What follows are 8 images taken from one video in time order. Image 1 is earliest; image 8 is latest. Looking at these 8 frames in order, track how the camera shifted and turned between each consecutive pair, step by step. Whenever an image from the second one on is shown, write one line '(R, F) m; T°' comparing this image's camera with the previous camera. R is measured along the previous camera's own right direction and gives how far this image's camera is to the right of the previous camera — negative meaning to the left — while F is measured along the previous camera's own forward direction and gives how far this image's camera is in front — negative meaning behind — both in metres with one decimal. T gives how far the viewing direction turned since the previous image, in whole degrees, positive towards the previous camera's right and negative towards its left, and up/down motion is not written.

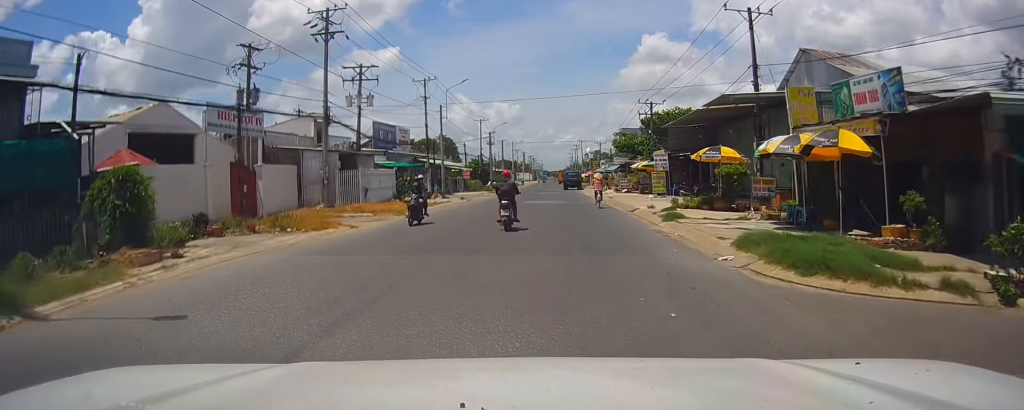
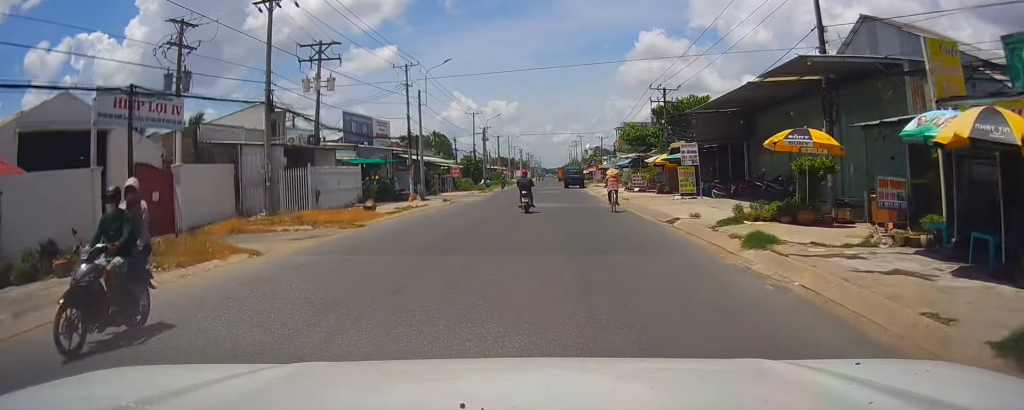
(0.0, +8.1) m; 0°
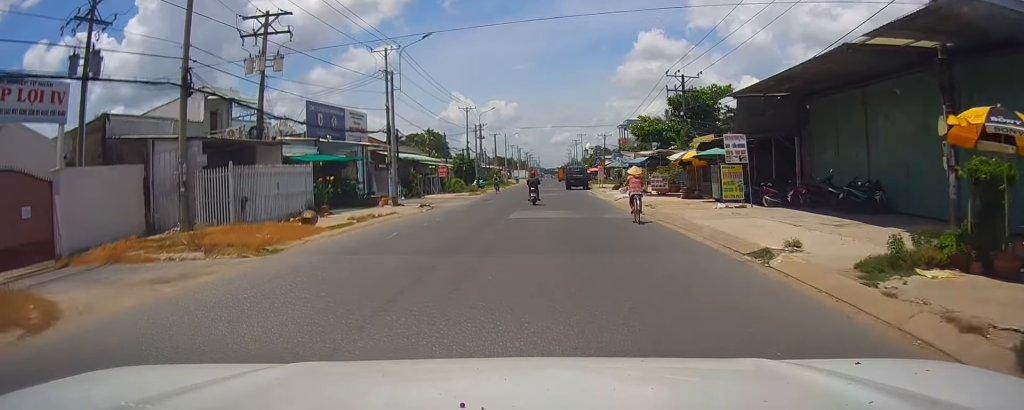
(0.0, +7.8) m; -1°
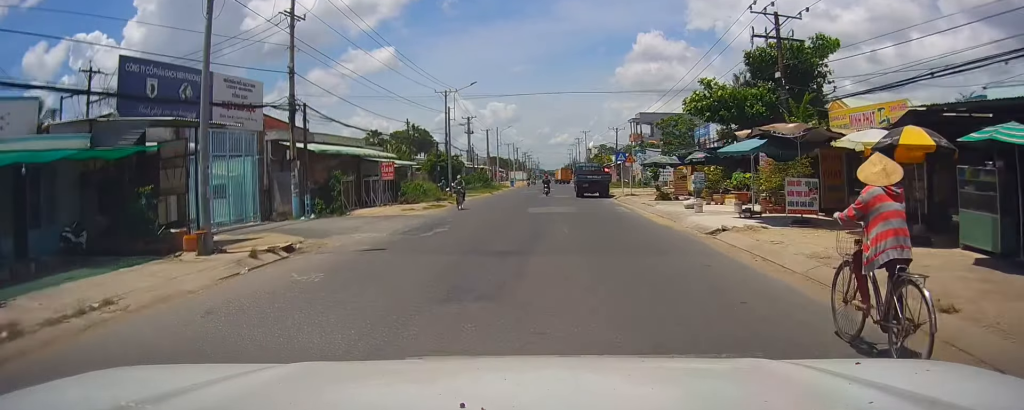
(+0.1, +20.1) m; +1°
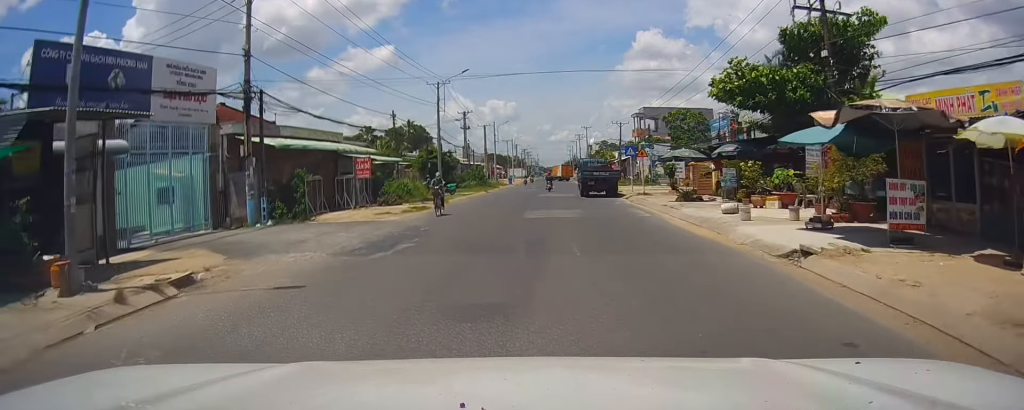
(0.0, +4.9) m; 0°
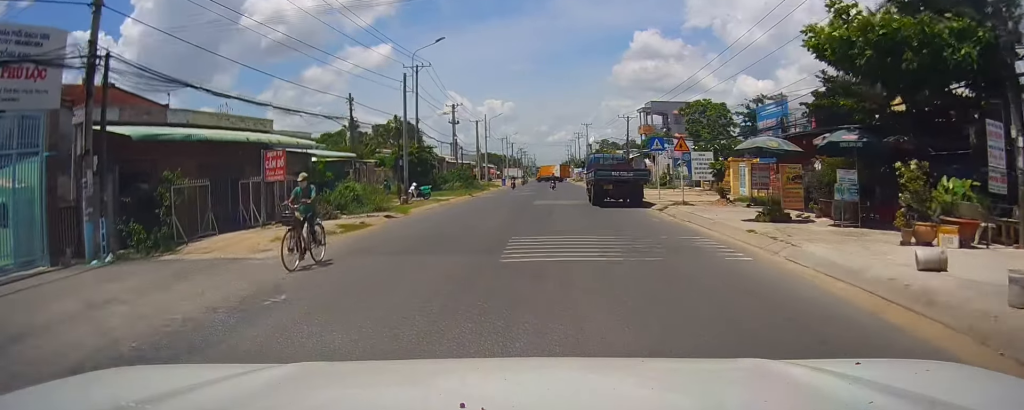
(0.0, +10.8) m; -1°
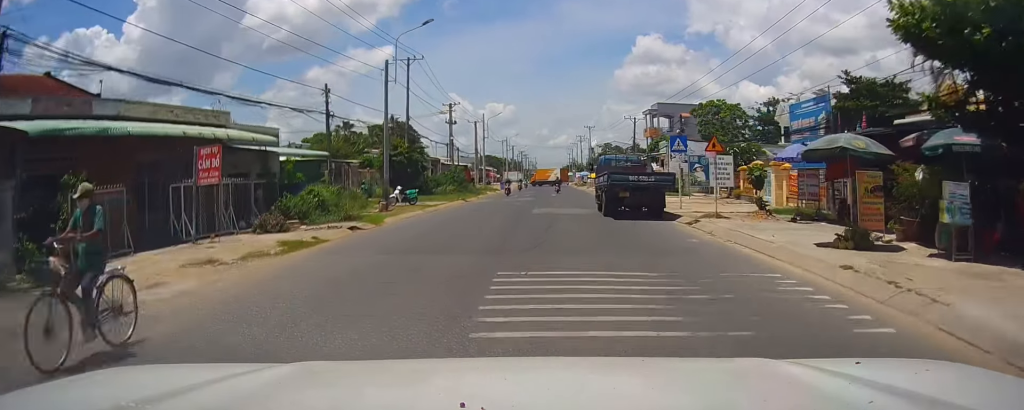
(+0.1, +4.7) m; -1°
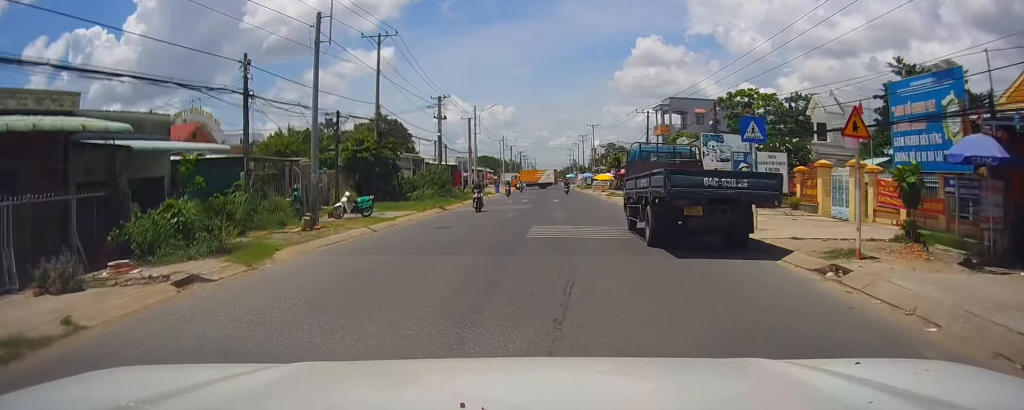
(-0.3, +10.2) m; -1°
